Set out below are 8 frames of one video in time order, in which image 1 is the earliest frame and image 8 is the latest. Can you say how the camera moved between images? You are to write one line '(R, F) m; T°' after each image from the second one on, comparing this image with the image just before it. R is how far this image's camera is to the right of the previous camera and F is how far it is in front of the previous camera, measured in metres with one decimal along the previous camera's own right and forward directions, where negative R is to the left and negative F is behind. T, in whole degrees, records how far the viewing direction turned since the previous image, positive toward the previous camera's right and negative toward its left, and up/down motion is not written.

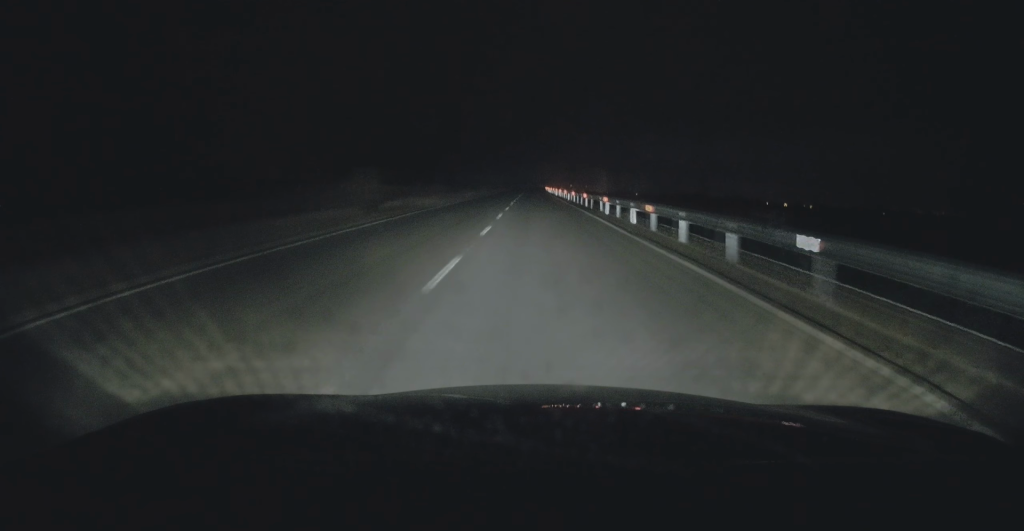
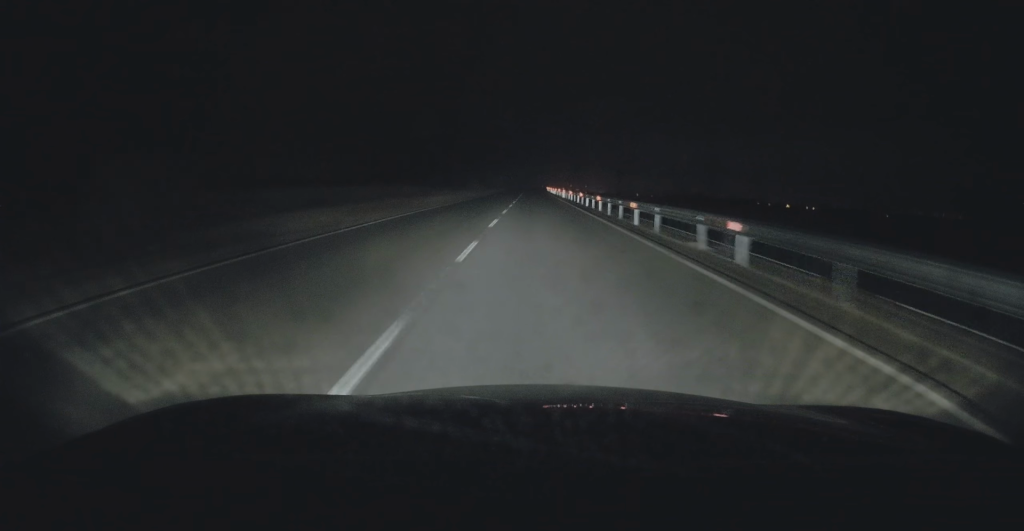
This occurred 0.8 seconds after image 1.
(-0.1, +20.3) m; -1°
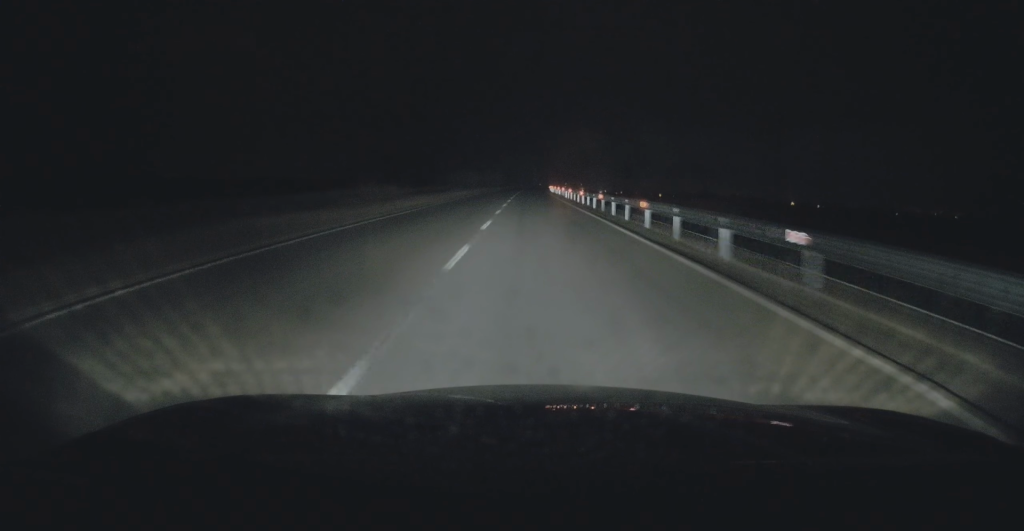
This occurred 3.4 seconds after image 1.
(+0.3, +63.4) m; +1°
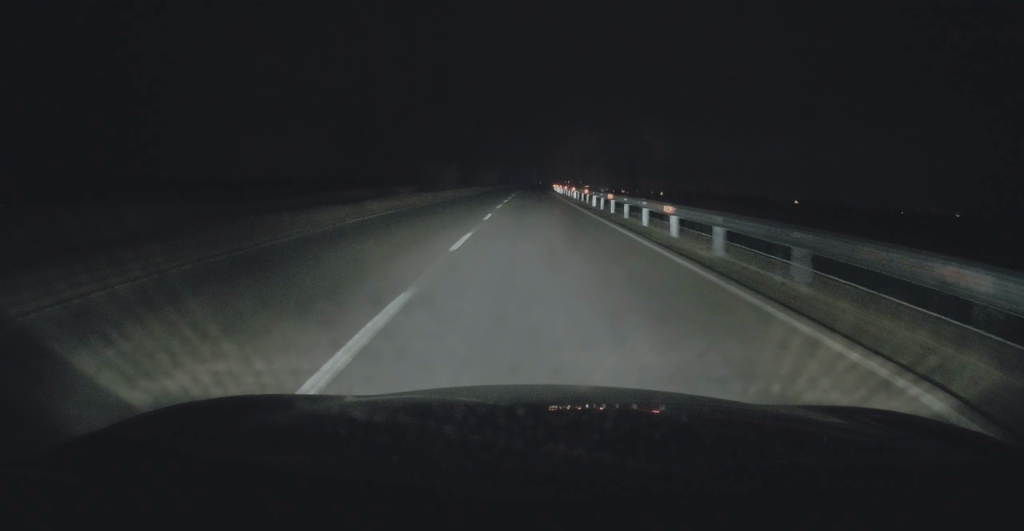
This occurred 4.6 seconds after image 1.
(0.0, +27.9) m; 0°
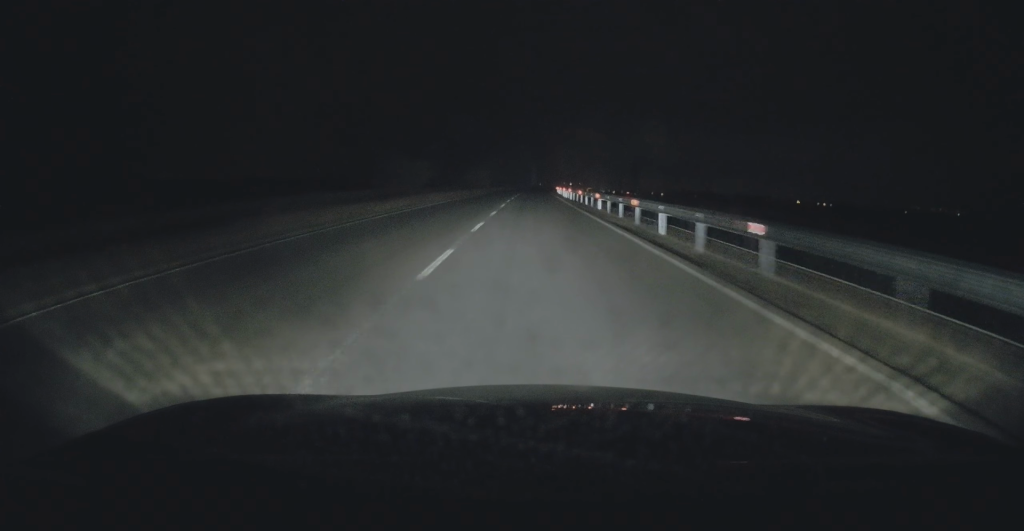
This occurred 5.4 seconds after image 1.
(0.0, +18.8) m; 0°
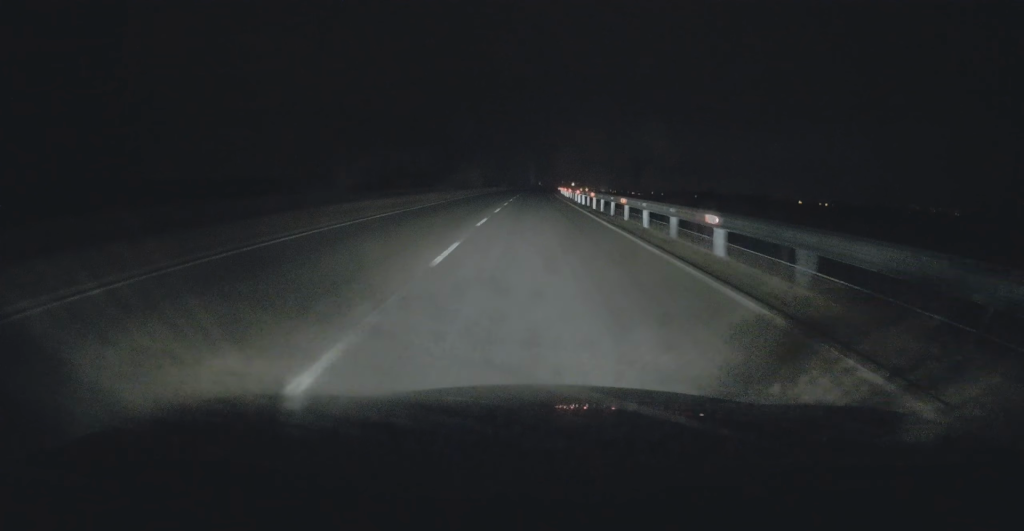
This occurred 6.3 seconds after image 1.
(0.0, +21.6) m; 0°
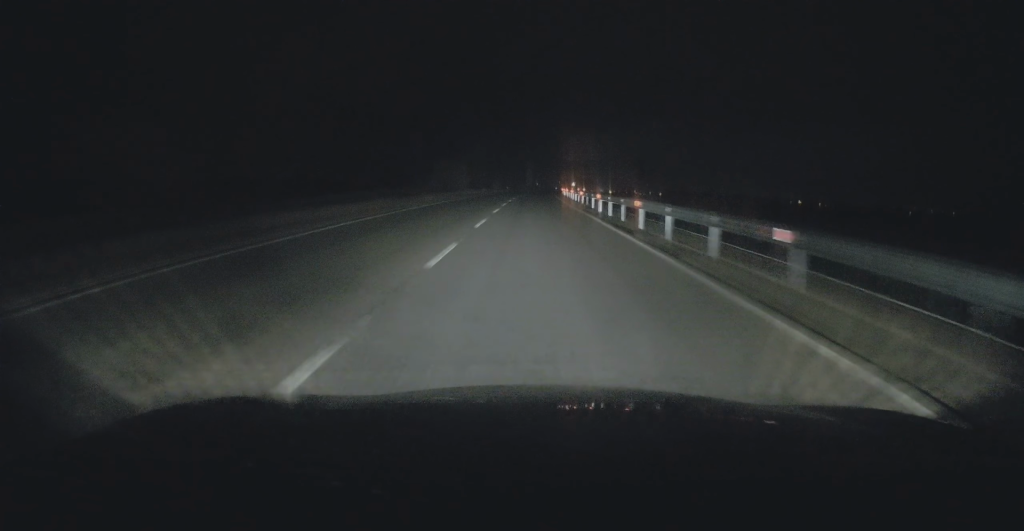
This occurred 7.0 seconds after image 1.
(+0.1, +16.0) m; 0°
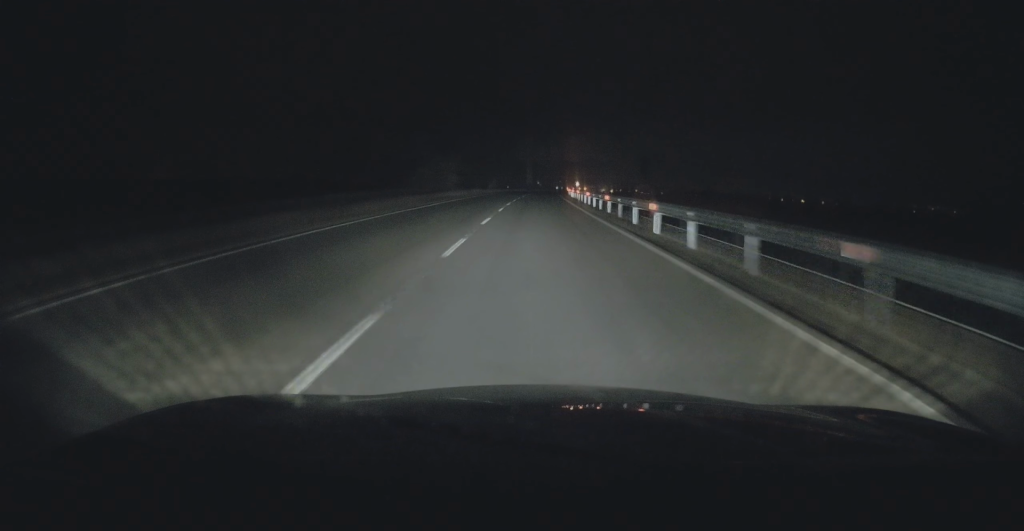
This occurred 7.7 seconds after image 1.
(-0.2, +14.2) m; 0°
